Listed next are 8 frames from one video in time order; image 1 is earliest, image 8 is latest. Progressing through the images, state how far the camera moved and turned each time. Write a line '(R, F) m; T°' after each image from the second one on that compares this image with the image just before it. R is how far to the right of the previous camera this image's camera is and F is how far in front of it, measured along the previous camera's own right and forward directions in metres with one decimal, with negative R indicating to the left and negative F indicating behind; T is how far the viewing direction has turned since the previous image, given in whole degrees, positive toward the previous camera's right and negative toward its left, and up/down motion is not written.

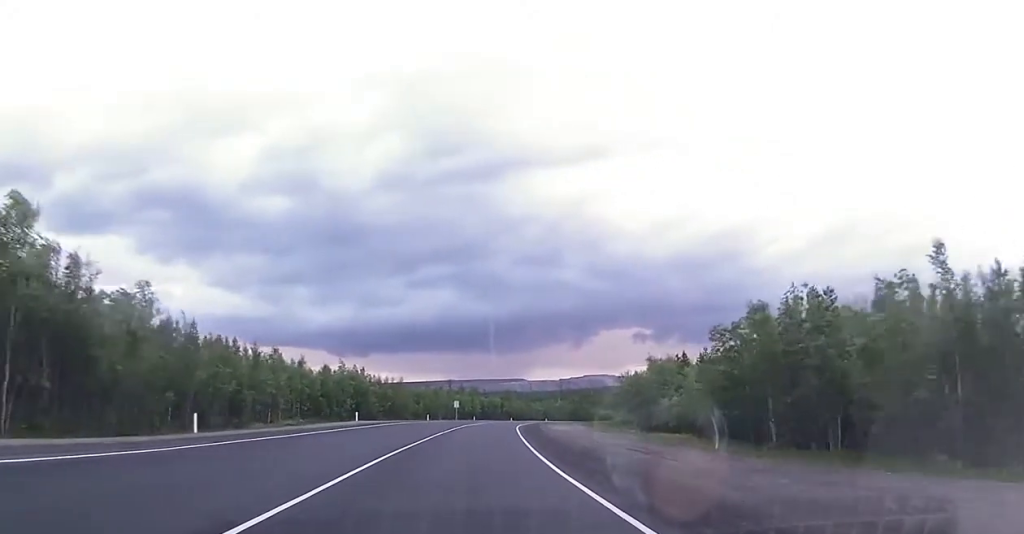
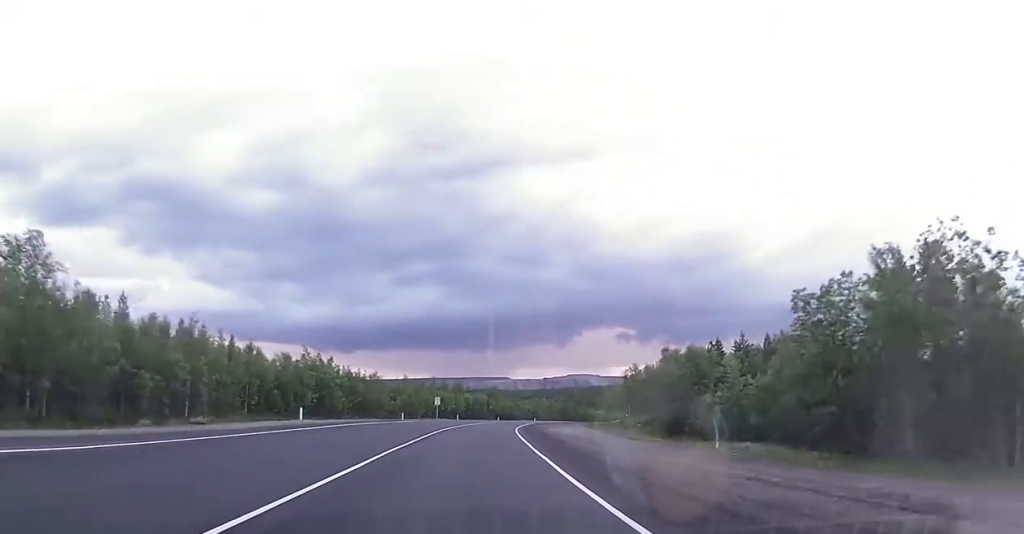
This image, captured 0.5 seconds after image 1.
(-0.2, +14.5) m; +1°
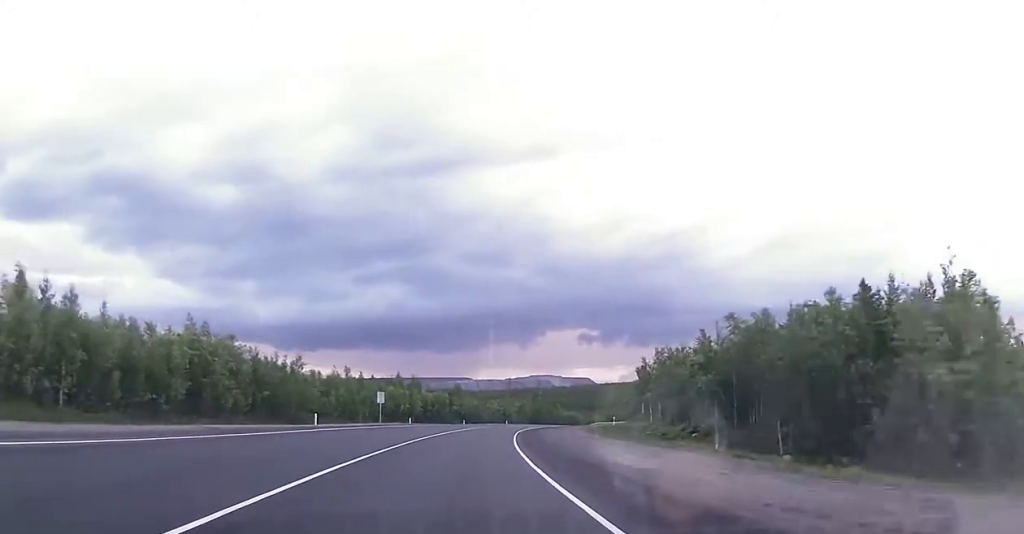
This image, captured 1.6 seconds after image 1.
(+0.4, +28.3) m; +3°
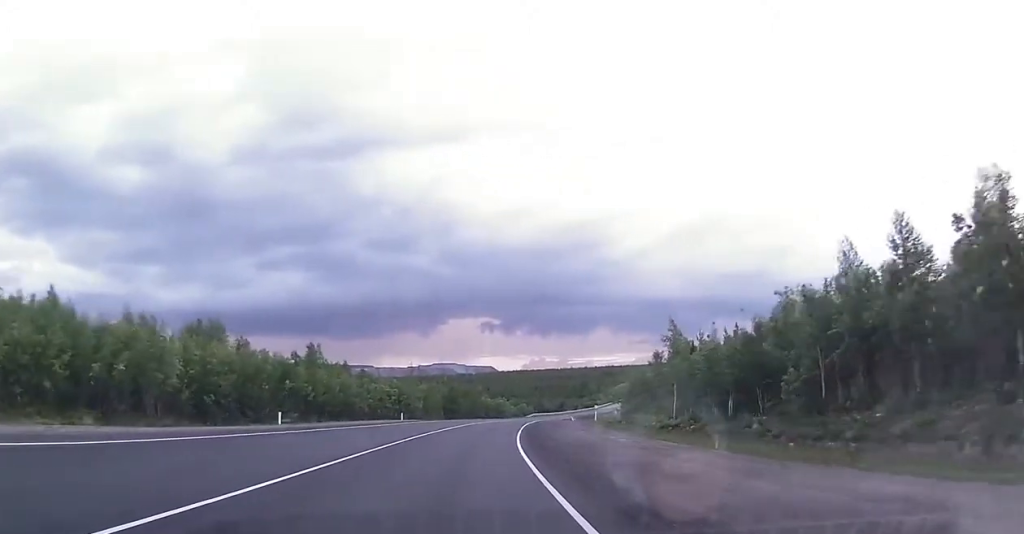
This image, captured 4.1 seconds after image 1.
(+5.2, +73.5) m; +9°
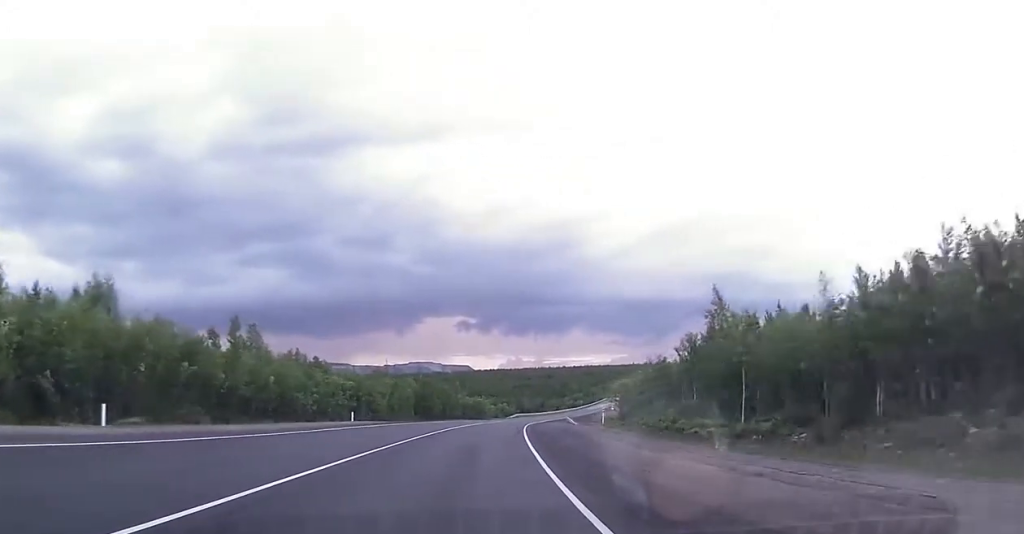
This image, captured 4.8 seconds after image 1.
(+0.7, +20.7) m; +2°
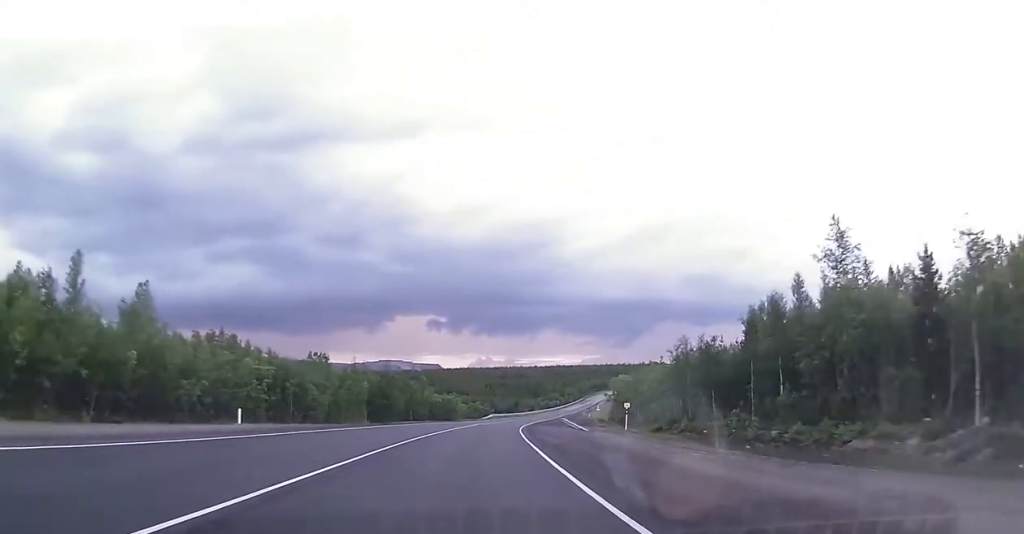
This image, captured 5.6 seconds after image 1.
(+0.6, +25.4) m; +2°
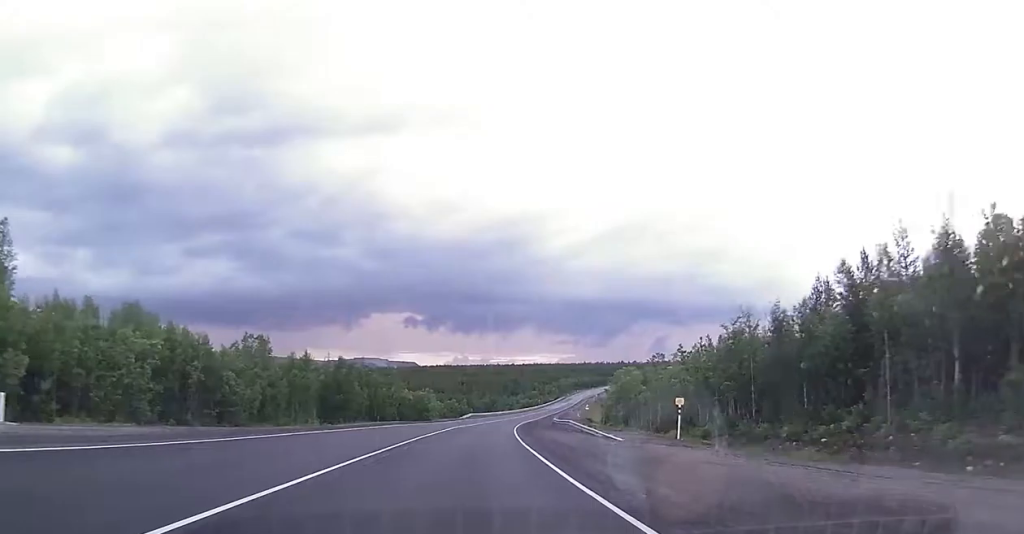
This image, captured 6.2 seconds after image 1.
(+0.1, +20.1) m; +2°
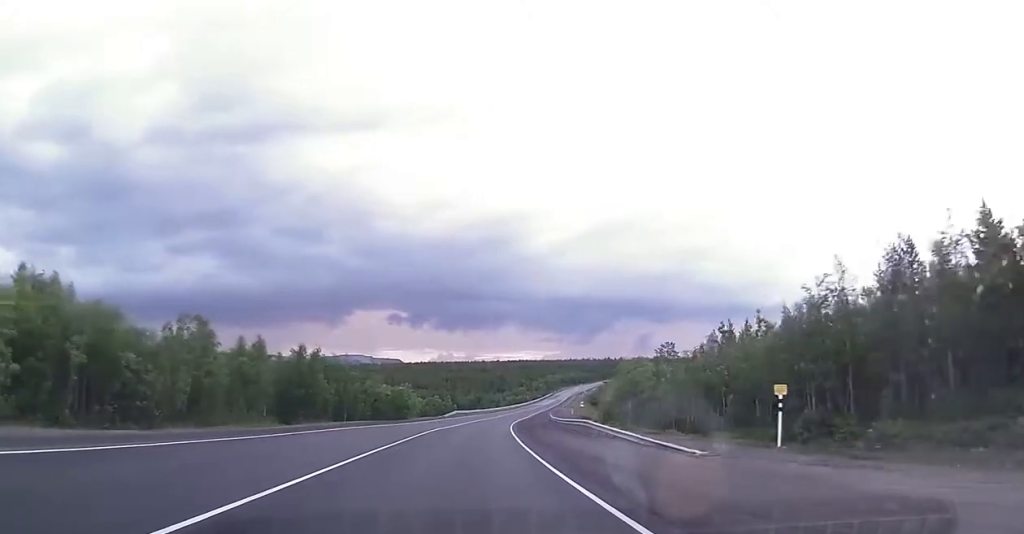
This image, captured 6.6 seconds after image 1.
(+0.4, +13.7) m; +2°
